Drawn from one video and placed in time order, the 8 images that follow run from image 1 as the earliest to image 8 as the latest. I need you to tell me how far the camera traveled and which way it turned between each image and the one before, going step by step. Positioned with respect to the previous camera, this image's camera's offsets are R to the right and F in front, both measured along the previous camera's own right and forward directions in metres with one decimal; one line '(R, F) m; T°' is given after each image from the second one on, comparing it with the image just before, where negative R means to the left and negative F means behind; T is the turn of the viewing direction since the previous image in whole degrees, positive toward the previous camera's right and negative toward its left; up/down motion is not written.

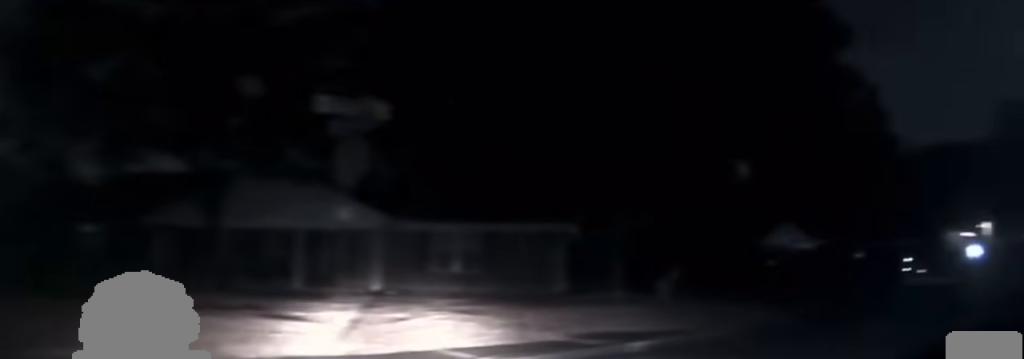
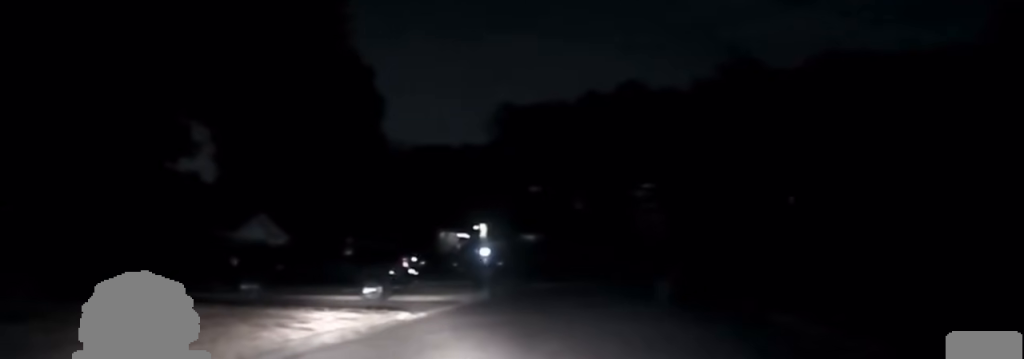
(+2.4, +7.8) m; +23°
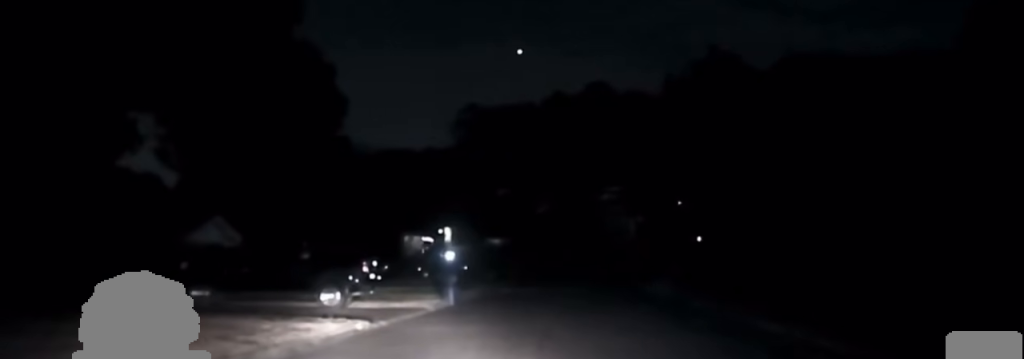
(0.0, +1.7) m; +1°
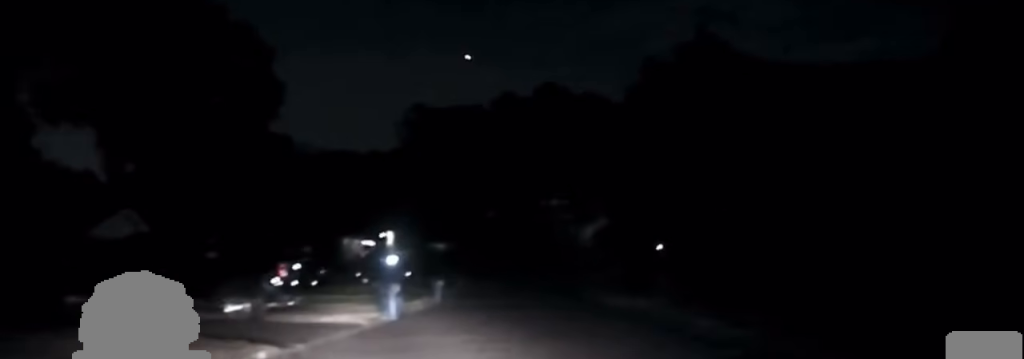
(+0.1, +5.3) m; +4°
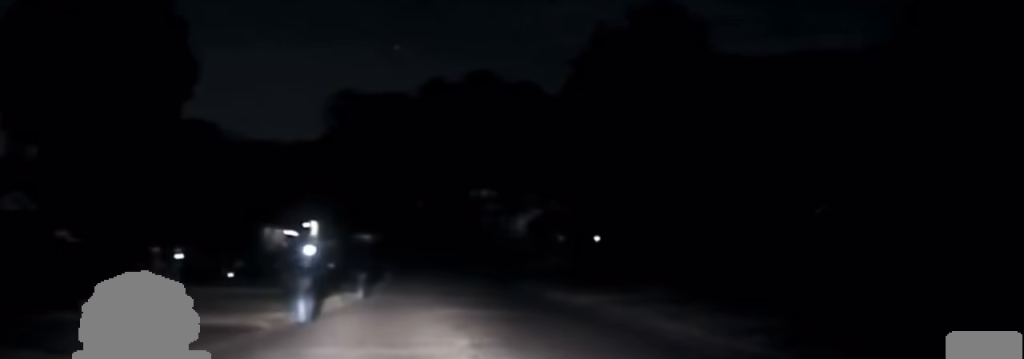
(+0.2, +4.4) m; +2°
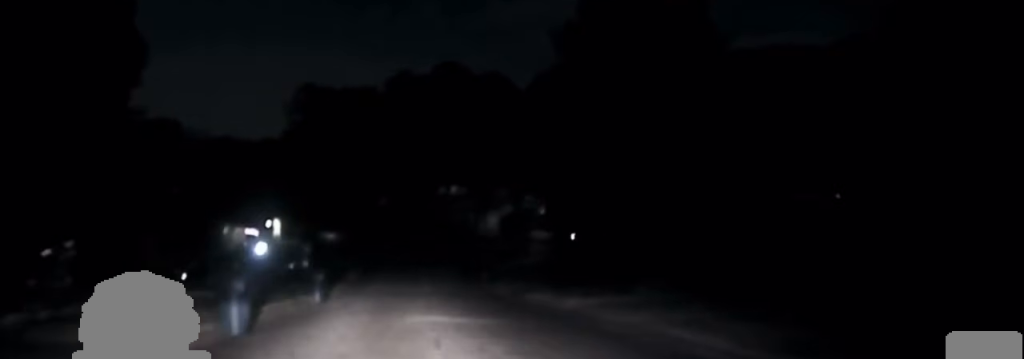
(0.0, +3.7) m; +2°
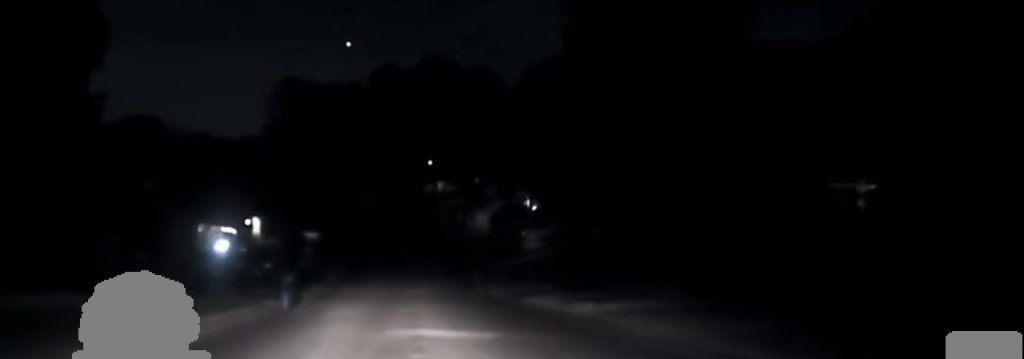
(+0.1, +5.4) m; 0°
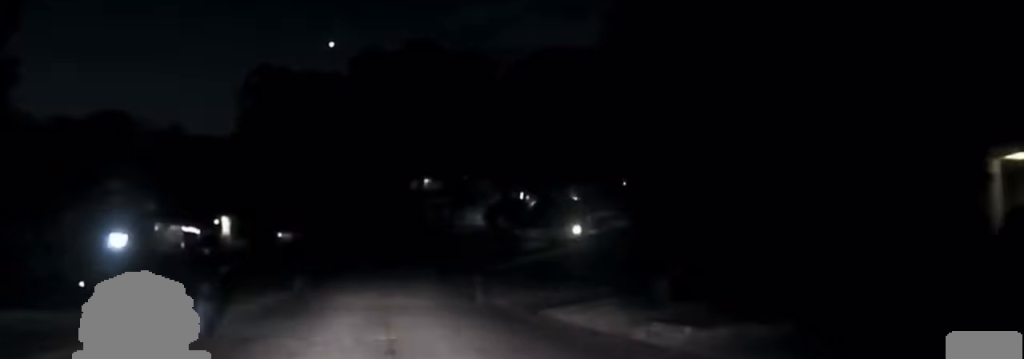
(+0.1, +10.3) m; 0°
